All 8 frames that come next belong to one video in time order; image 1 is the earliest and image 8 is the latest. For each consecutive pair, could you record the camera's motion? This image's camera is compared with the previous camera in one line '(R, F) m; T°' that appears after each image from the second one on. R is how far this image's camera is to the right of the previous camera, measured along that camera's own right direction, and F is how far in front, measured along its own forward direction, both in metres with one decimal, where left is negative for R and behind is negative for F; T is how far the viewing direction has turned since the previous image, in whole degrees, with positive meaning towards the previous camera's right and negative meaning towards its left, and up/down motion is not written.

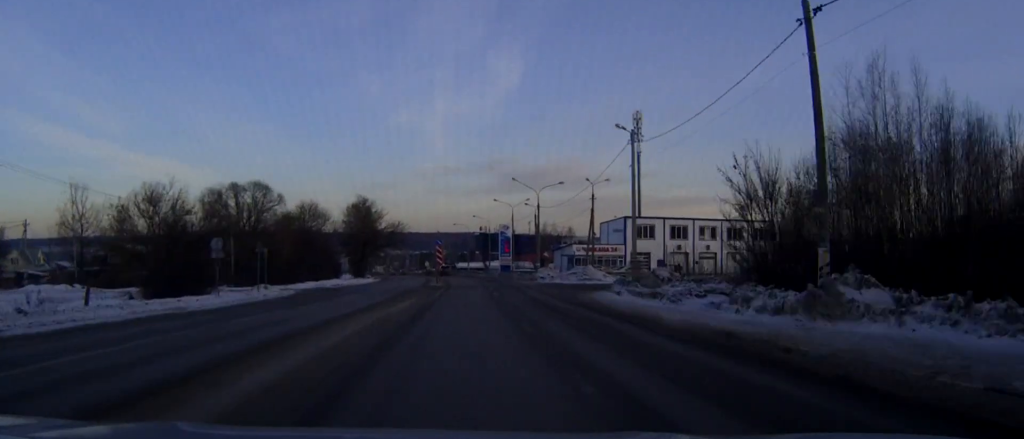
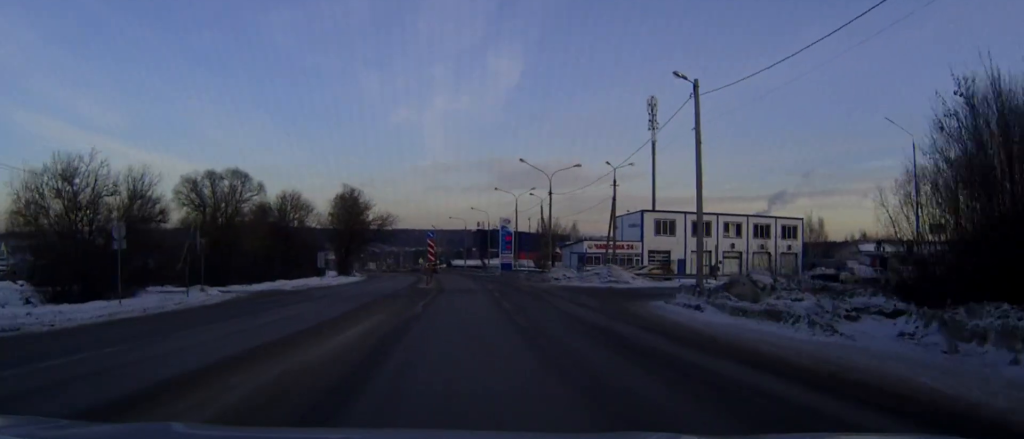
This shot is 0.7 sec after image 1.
(+0.1, +12.0) m; 0°
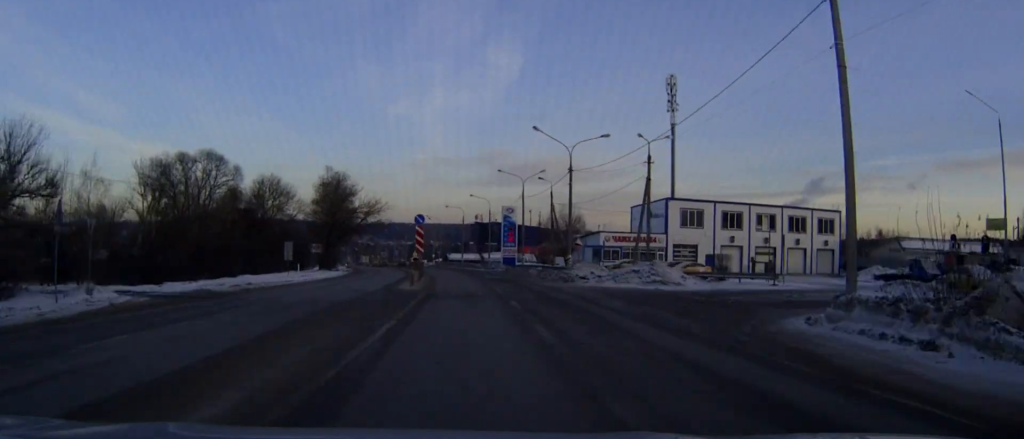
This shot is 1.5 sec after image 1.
(0.0, +12.5) m; 0°
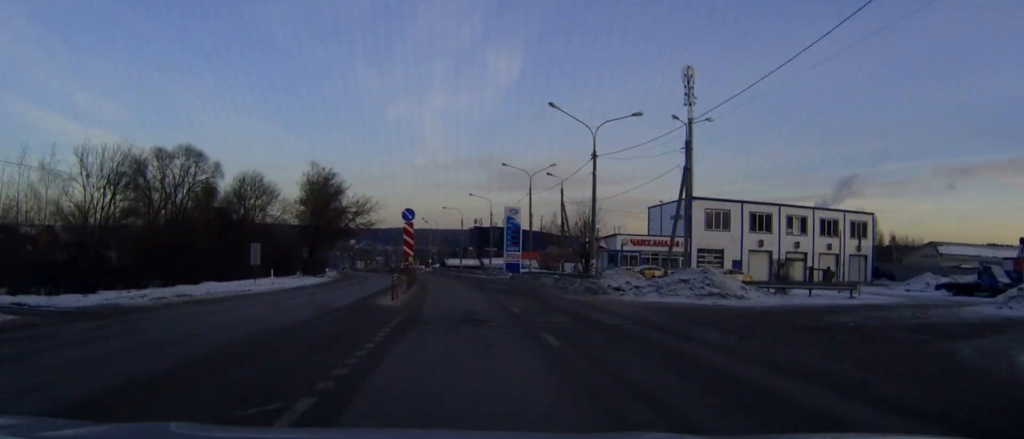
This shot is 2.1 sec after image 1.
(0.0, +9.2) m; 0°
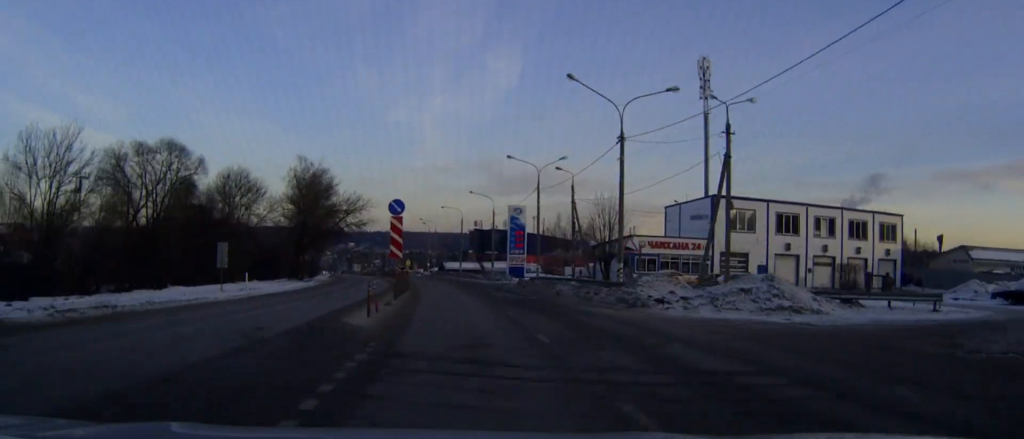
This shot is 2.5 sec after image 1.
(0.0, +7.0) m; 0°
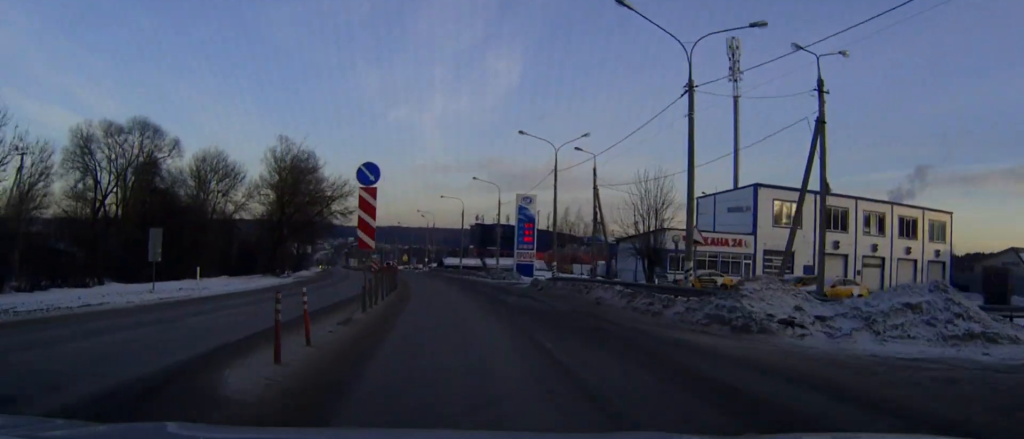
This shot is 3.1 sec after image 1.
(0.0, +10.1) m; 0°
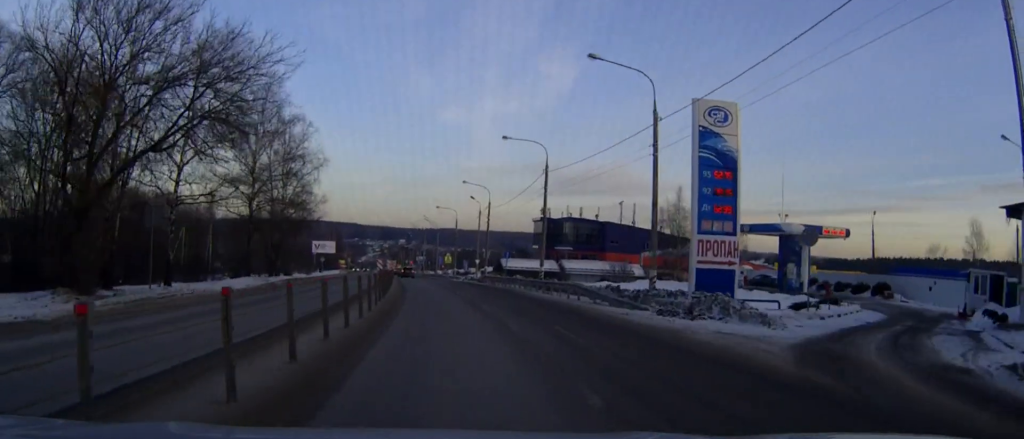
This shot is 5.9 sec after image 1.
(-1.3, +43.2) m; -4°
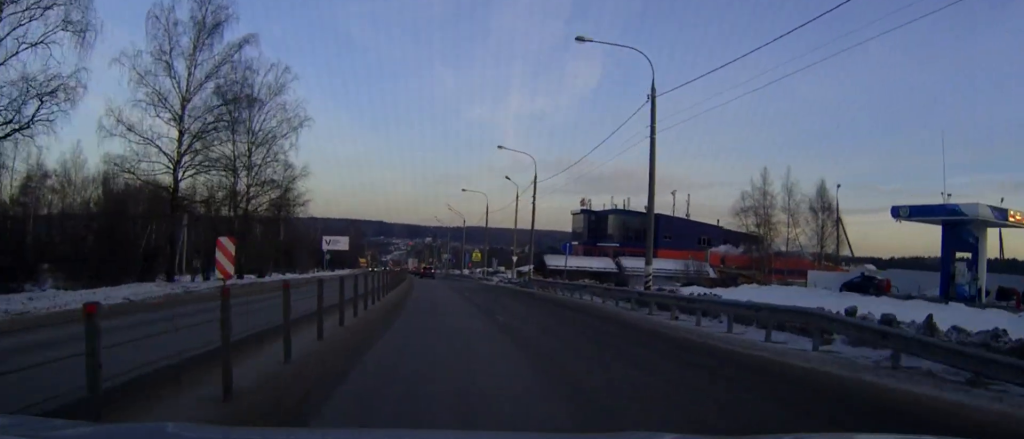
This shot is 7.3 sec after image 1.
(-0.4, +20.6) m; -2°
